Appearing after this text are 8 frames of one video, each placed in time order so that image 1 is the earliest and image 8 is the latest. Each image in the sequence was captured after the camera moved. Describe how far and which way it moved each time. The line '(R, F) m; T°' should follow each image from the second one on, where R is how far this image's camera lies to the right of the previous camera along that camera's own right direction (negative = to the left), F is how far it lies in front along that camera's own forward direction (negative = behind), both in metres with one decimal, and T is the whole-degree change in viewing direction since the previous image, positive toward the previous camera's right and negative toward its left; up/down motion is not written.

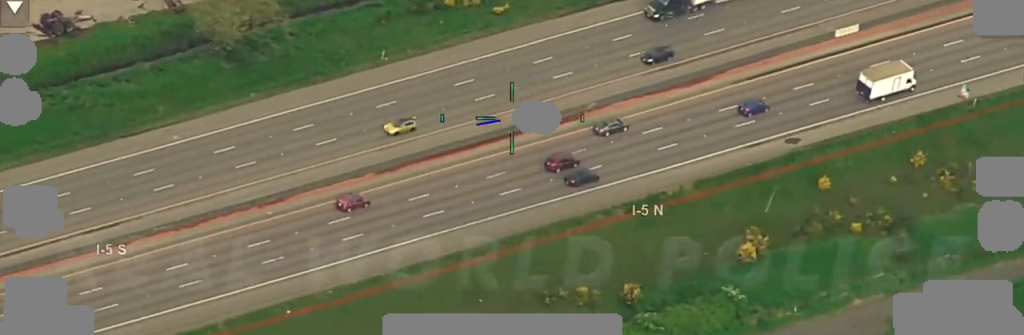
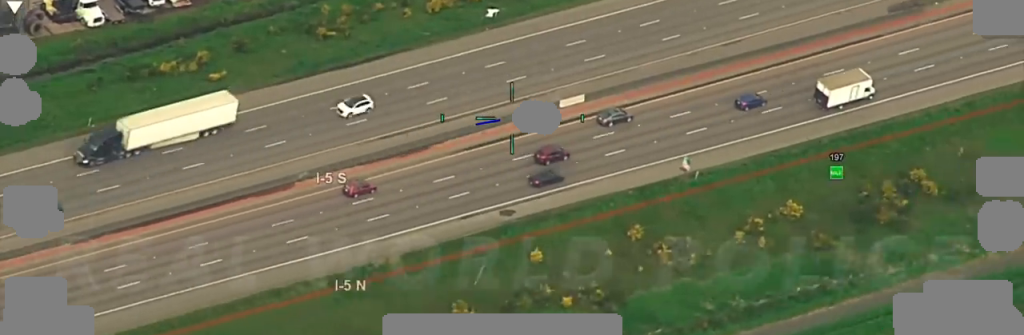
(-1.4, +44.7) m; -3°
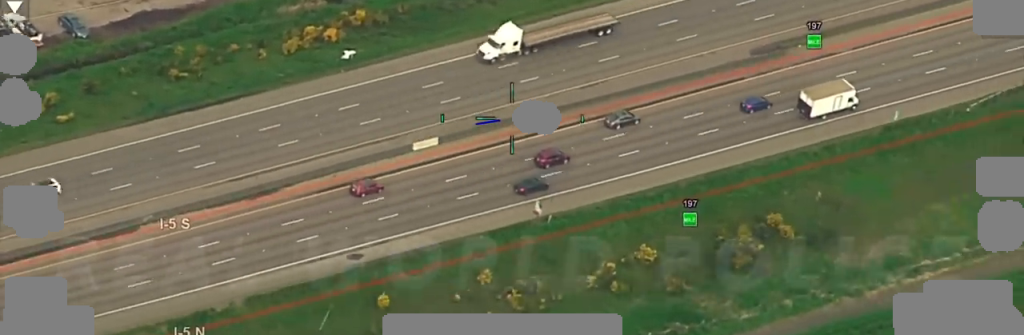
(-0.2, +23.2) m; 0°
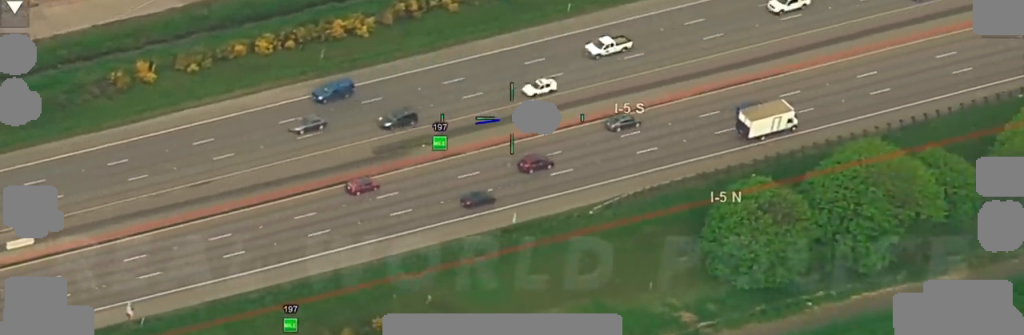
(+1.7, +58.2) m; +1°
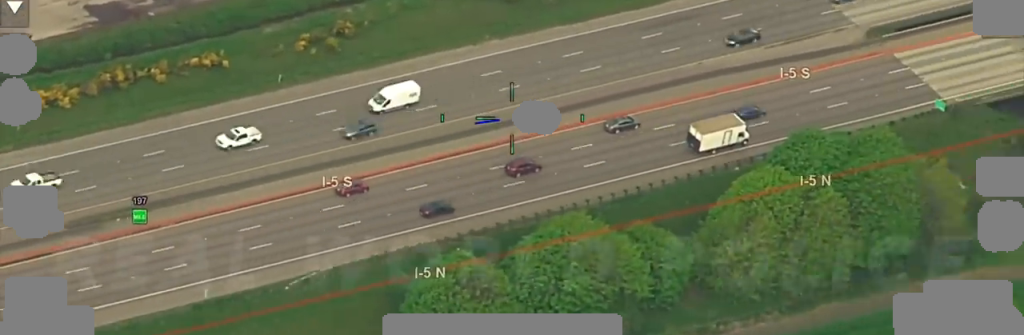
(-0.6, +43.3) m; -1°
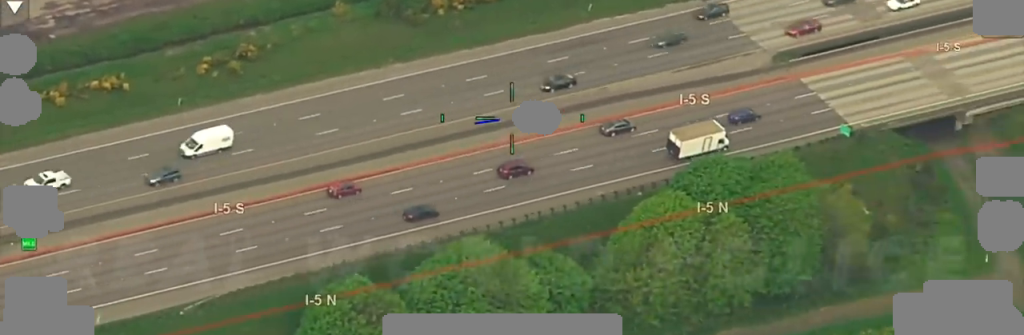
(+0.1, +15.2) m; -1°
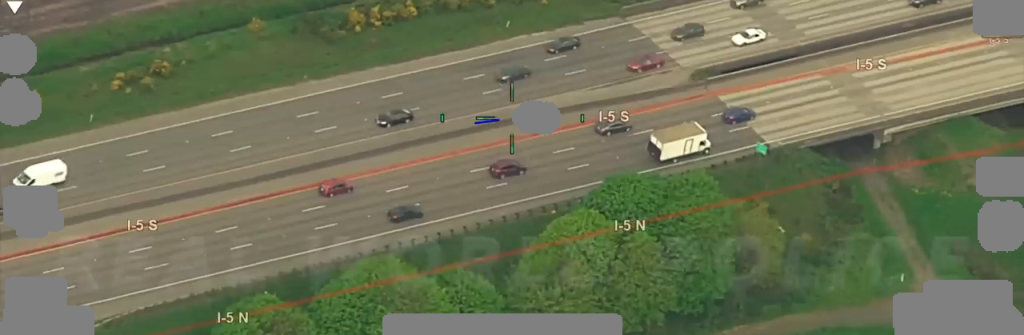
(-0.4, +12.3) m; -1°
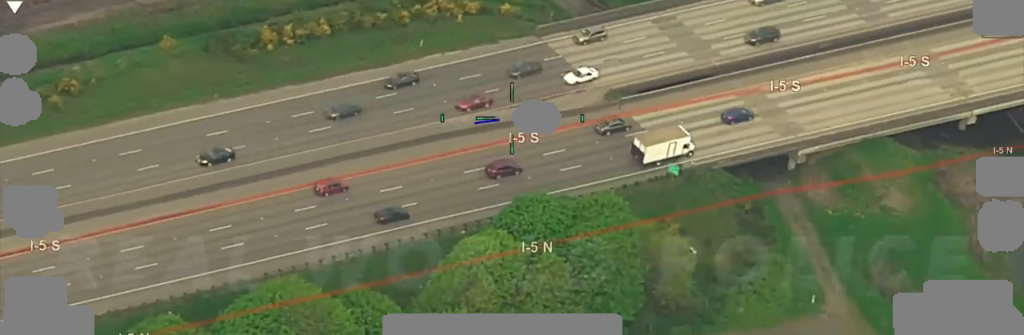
(-0.2, +13.3) m; -1°
